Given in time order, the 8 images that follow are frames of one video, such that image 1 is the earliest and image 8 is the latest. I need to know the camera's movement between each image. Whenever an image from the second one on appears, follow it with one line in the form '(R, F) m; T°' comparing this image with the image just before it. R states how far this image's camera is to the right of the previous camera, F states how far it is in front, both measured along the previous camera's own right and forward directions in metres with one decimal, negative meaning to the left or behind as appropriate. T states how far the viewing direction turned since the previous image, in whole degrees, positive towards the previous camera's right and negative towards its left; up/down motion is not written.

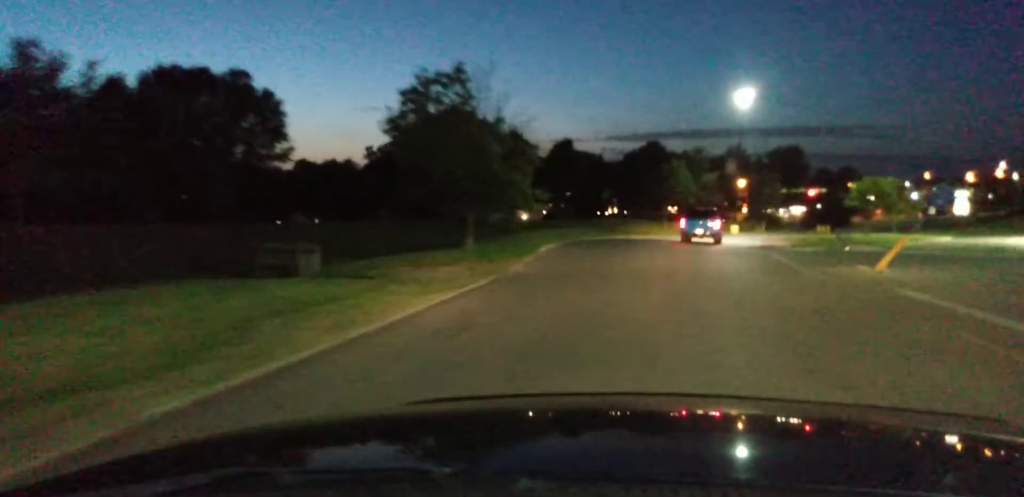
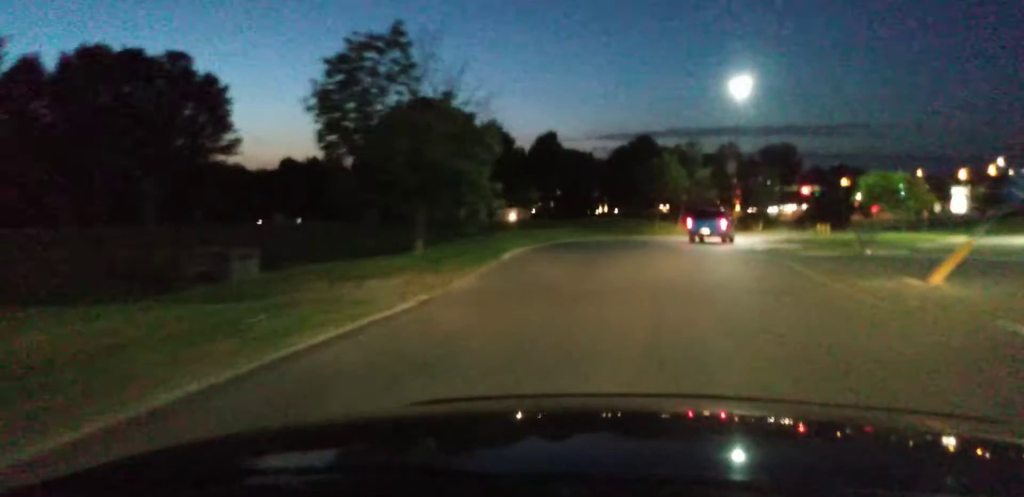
(0.0, +4.6) m; 0°
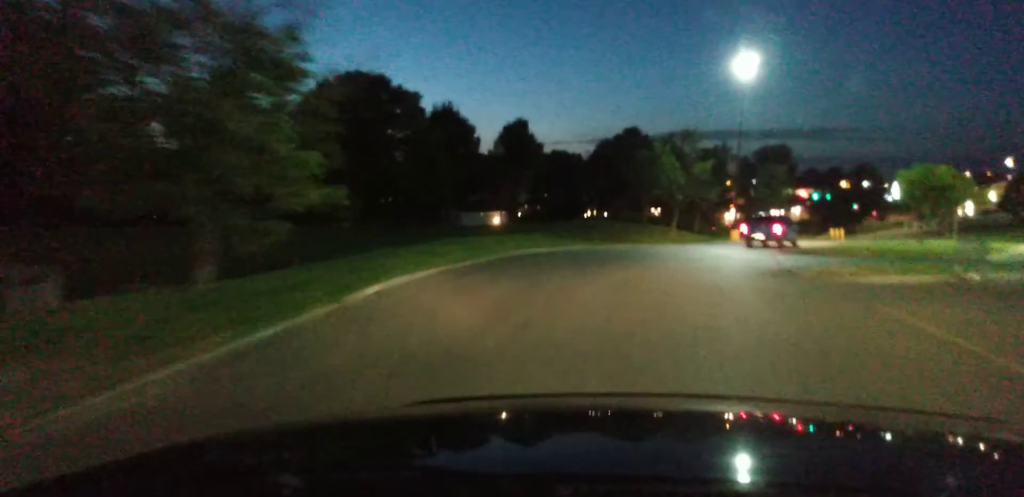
(+0.1, +10.3) m; +1°
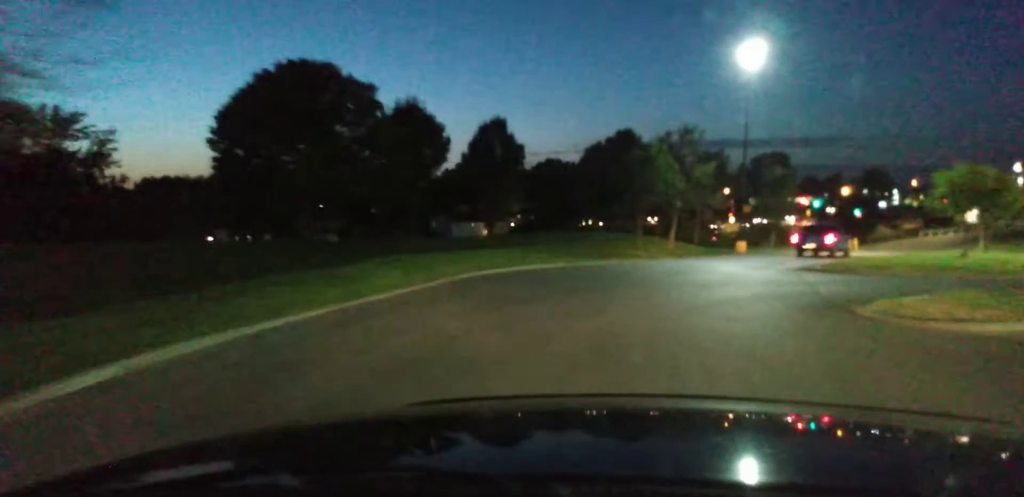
(0.0, +7.1) m; 0°
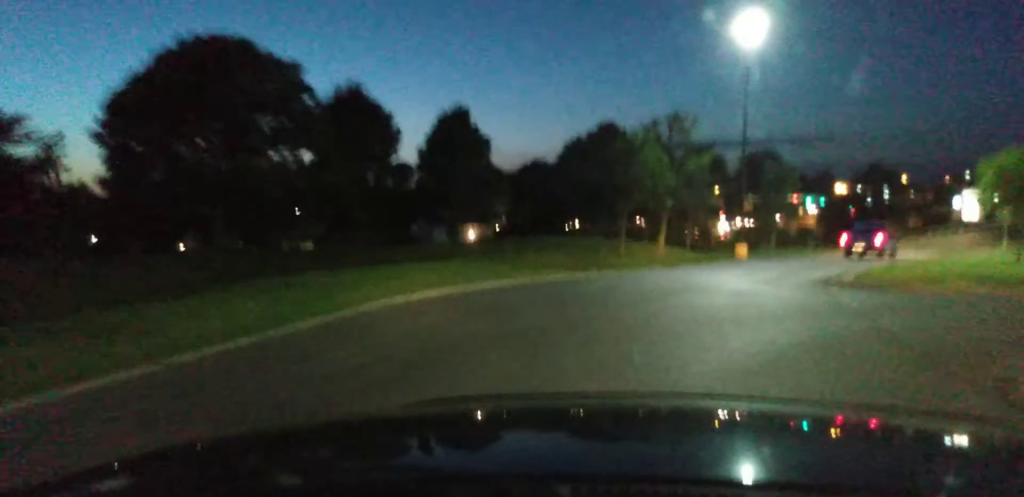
(0.0, +6.8) m; 0°
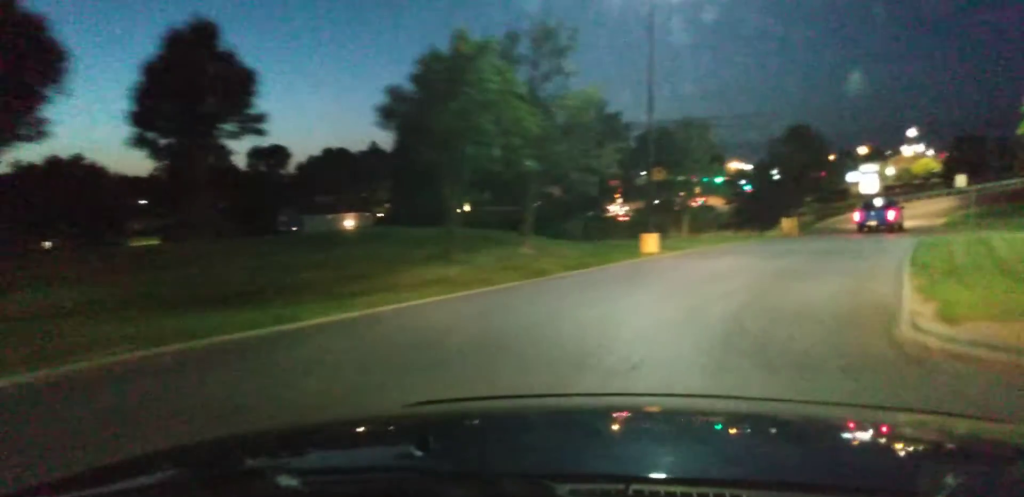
(+0.4, +16.5) m; +5°
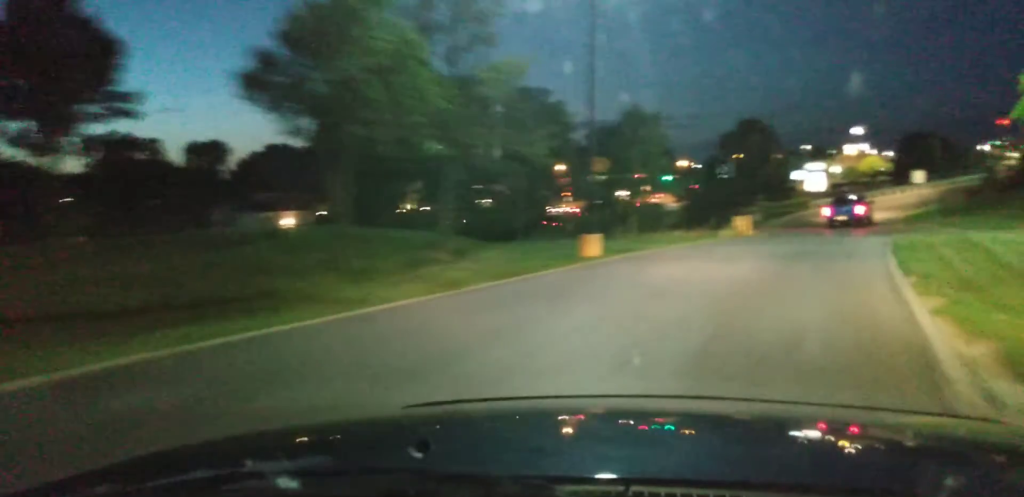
(+0.1, +4.4) m; +2°
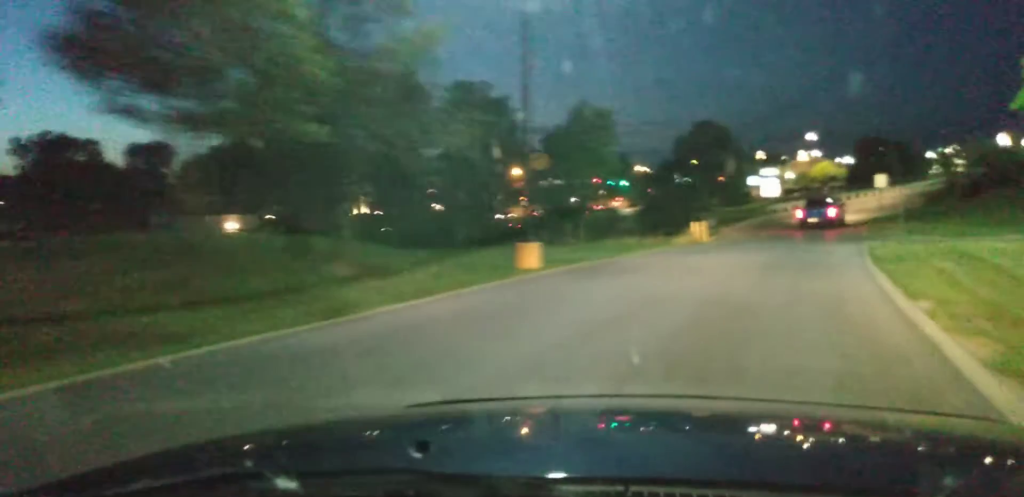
(-0.1, +3.9) m; +2°
